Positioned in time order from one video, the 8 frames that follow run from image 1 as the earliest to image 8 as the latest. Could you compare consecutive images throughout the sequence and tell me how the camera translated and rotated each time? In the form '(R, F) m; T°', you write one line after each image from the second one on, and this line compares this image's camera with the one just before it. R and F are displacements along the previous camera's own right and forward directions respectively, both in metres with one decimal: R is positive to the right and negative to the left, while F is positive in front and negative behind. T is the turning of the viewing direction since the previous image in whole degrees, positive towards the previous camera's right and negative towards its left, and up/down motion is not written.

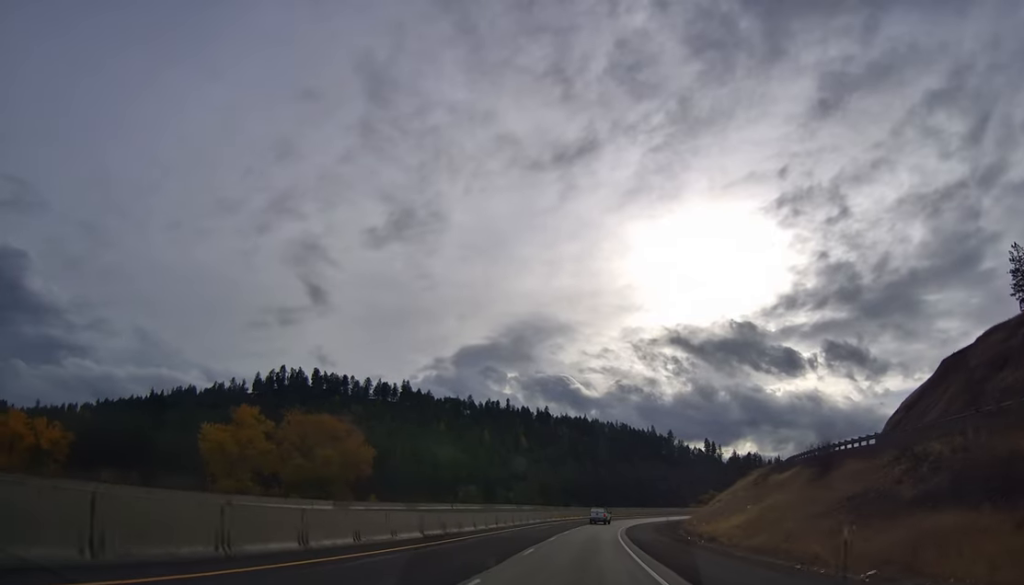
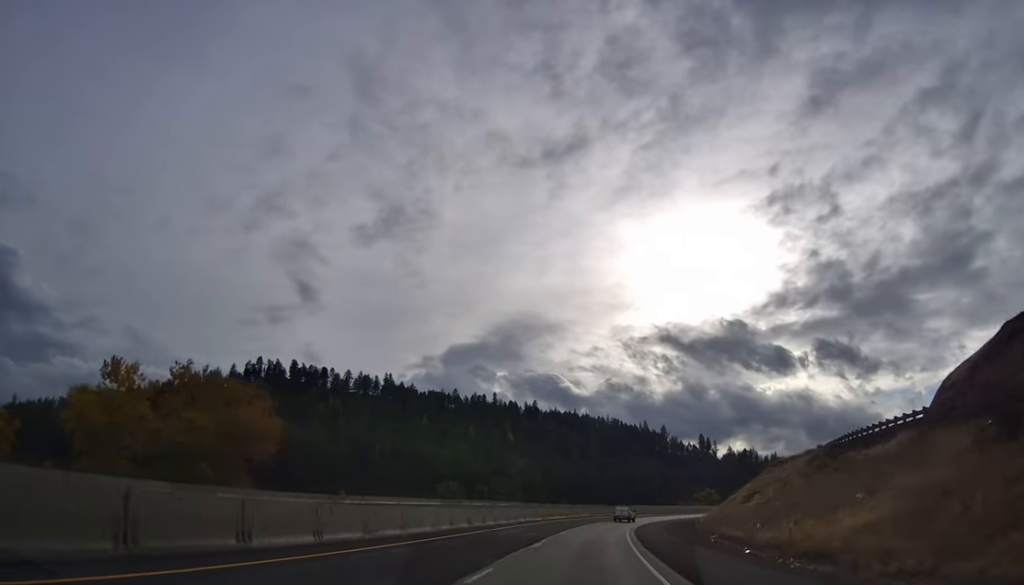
(+0.3, +22.7) m; +1°
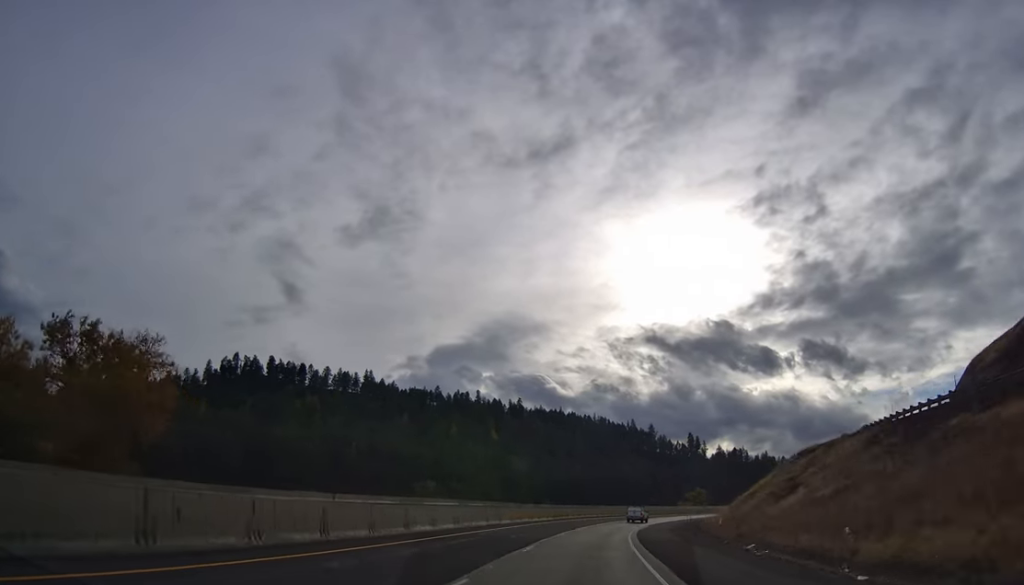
(+0.1, +14.9) m; 0°
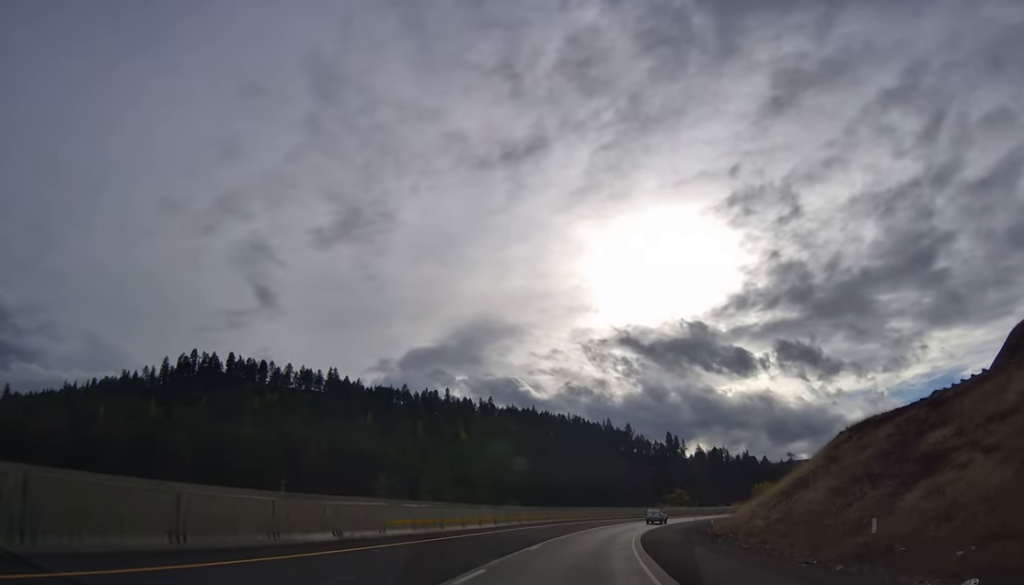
(0.0, +22.2) m; 0°
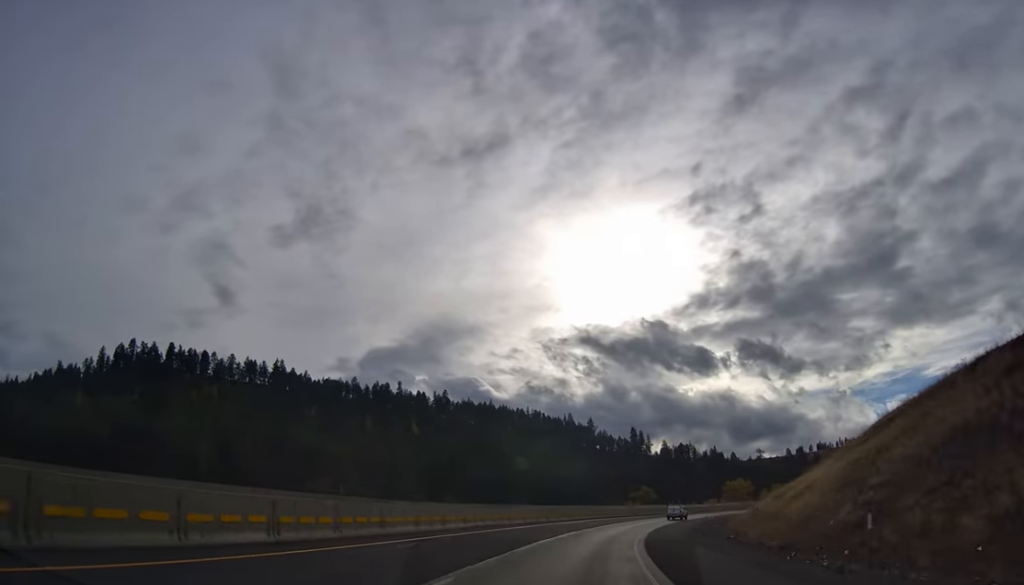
(0.0, +27.0) m; +1°
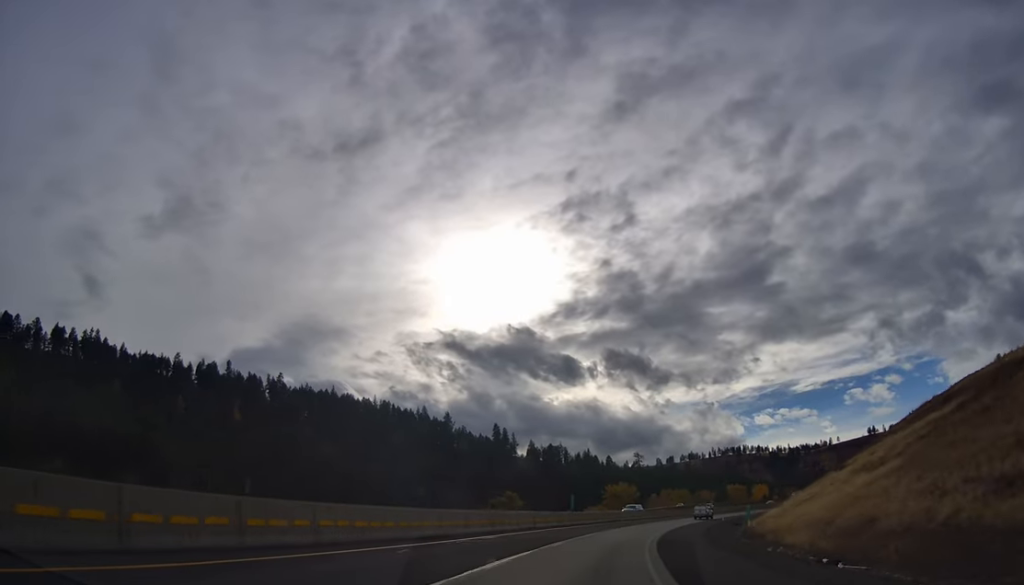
(+3.8, +67.1) m; +8°
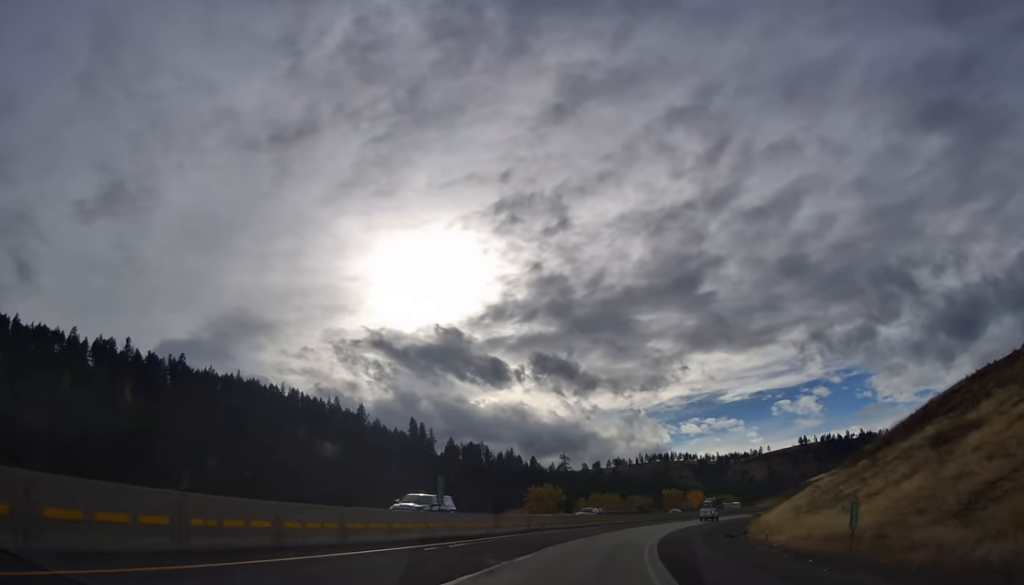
(+1.7, +32.9) m; +7°
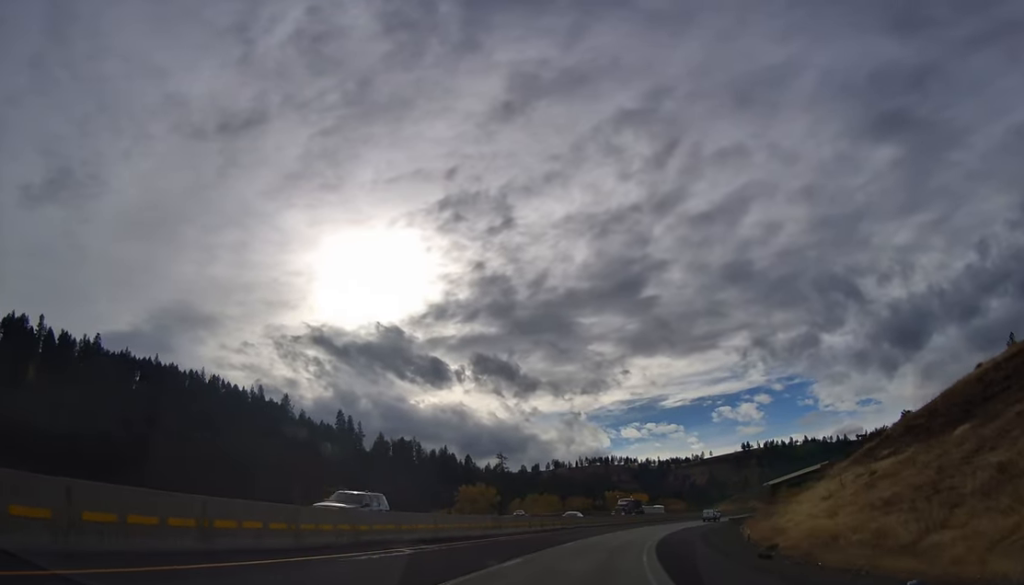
(+1.3, +25.5) m; +5°
